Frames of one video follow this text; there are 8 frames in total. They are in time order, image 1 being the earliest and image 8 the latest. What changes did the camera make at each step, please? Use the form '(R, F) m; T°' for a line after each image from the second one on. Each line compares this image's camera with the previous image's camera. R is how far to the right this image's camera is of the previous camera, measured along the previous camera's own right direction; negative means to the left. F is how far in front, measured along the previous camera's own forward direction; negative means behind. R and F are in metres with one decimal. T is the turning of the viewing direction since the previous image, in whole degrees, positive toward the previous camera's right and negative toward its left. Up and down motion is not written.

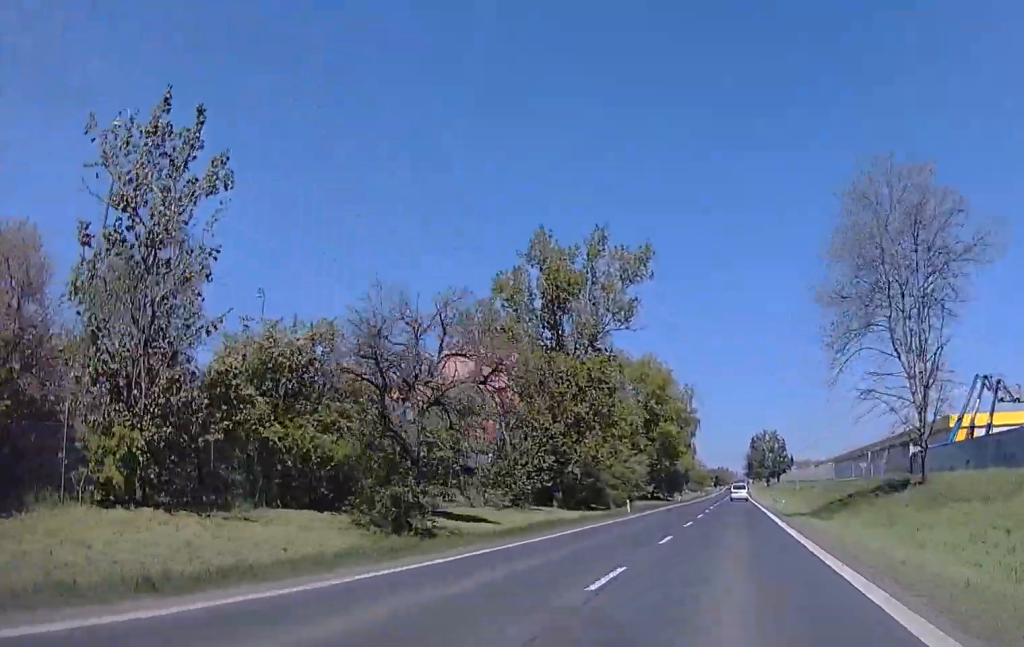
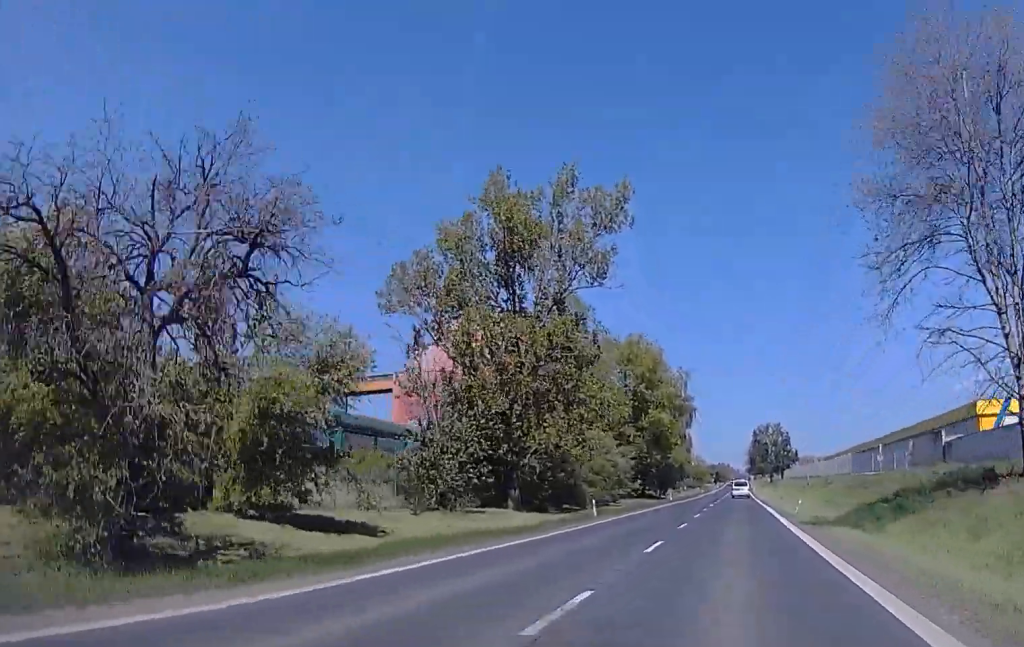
(-0.3, +12.7) m; -1°
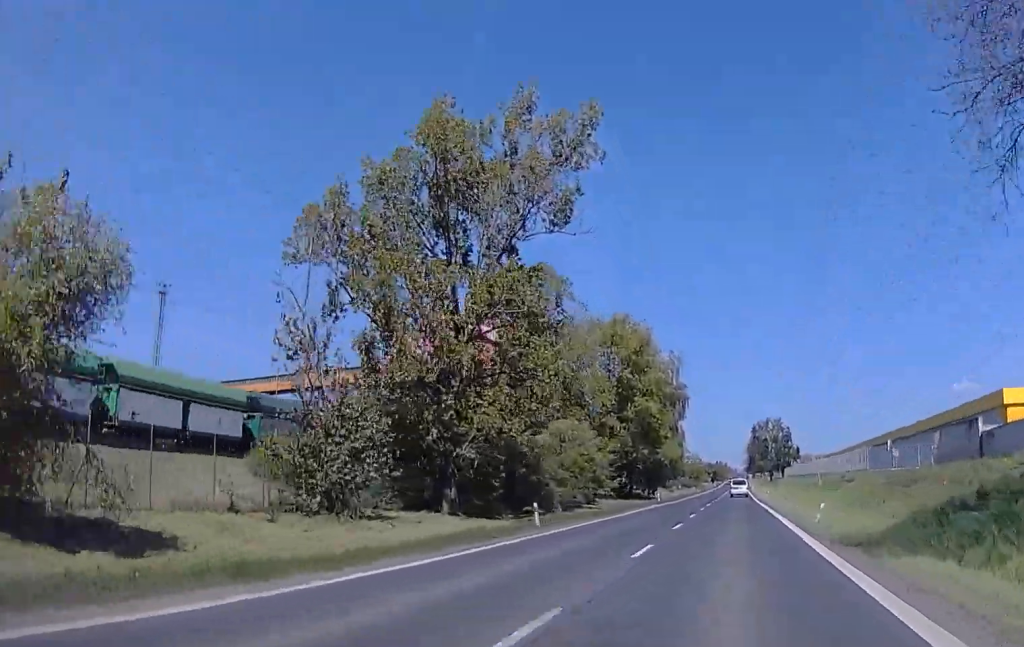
(0.0, +11.0) m; 0°
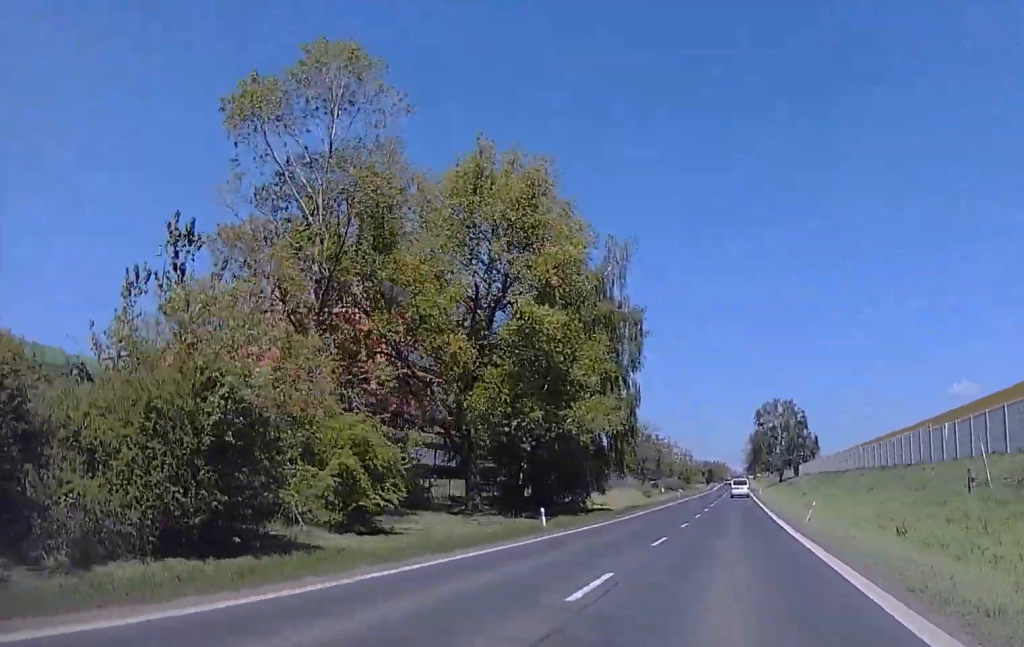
(+0.4, +43.0) m; +1°
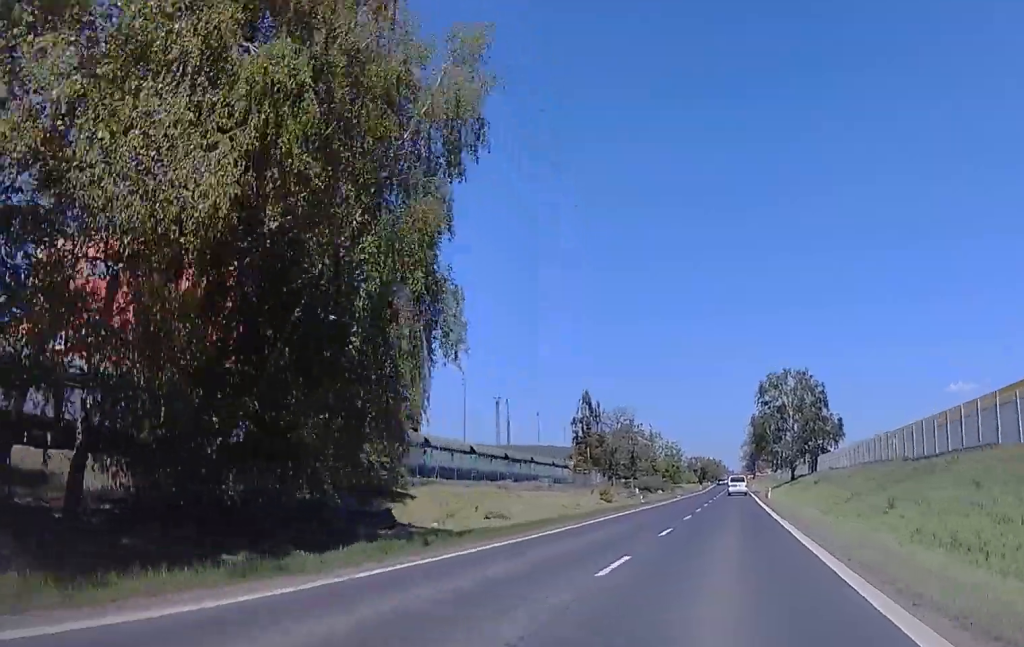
(0.0, +34.2) m; 0°
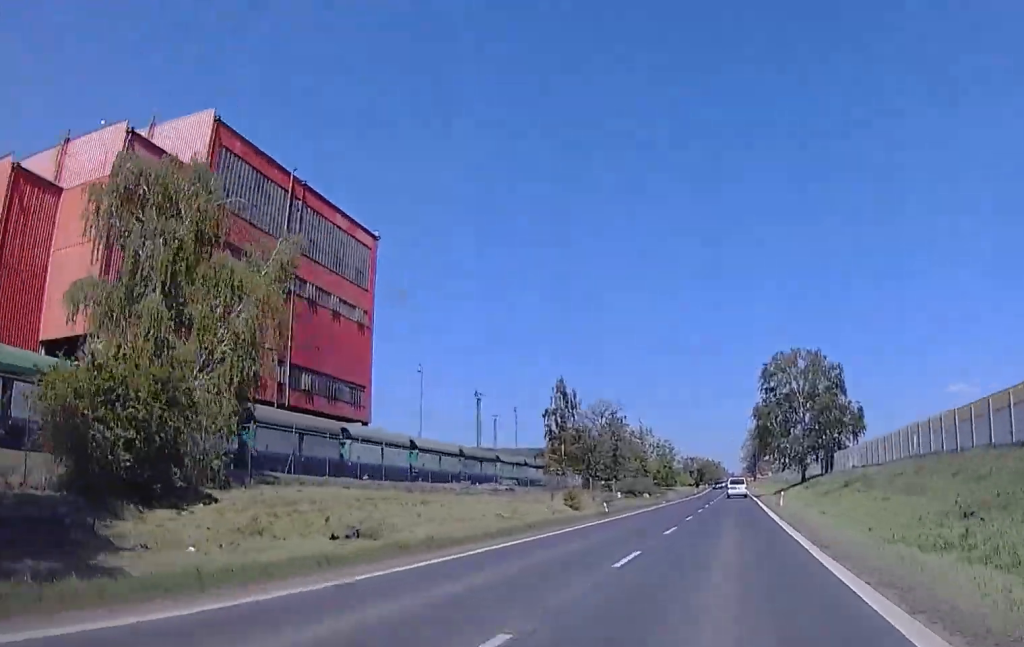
(0.0, +17.0) m; 0°
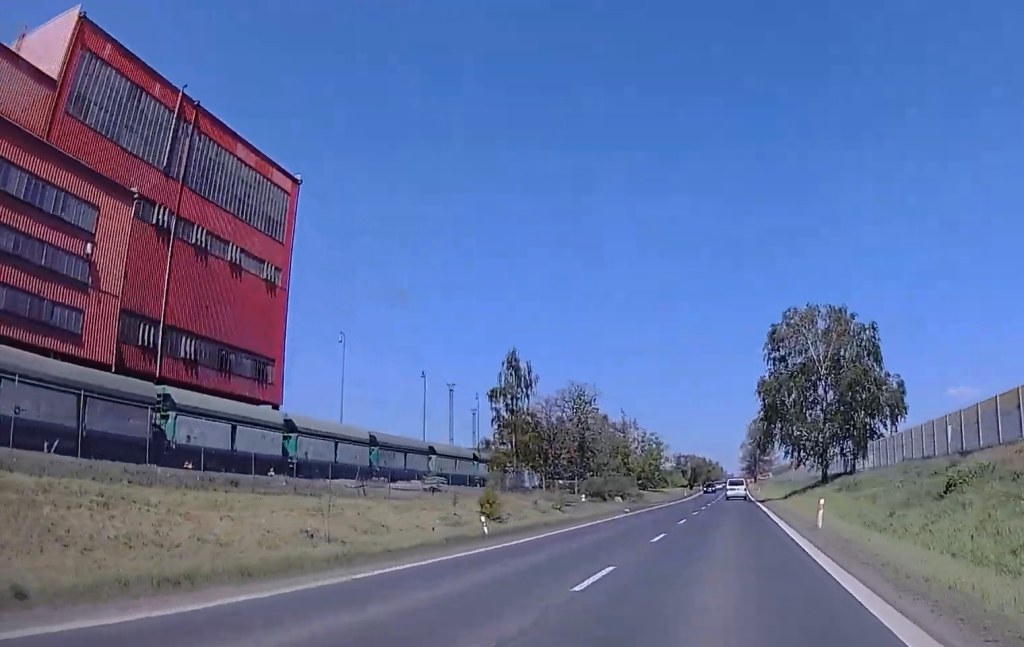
(0.0, +21.5) m; 0°
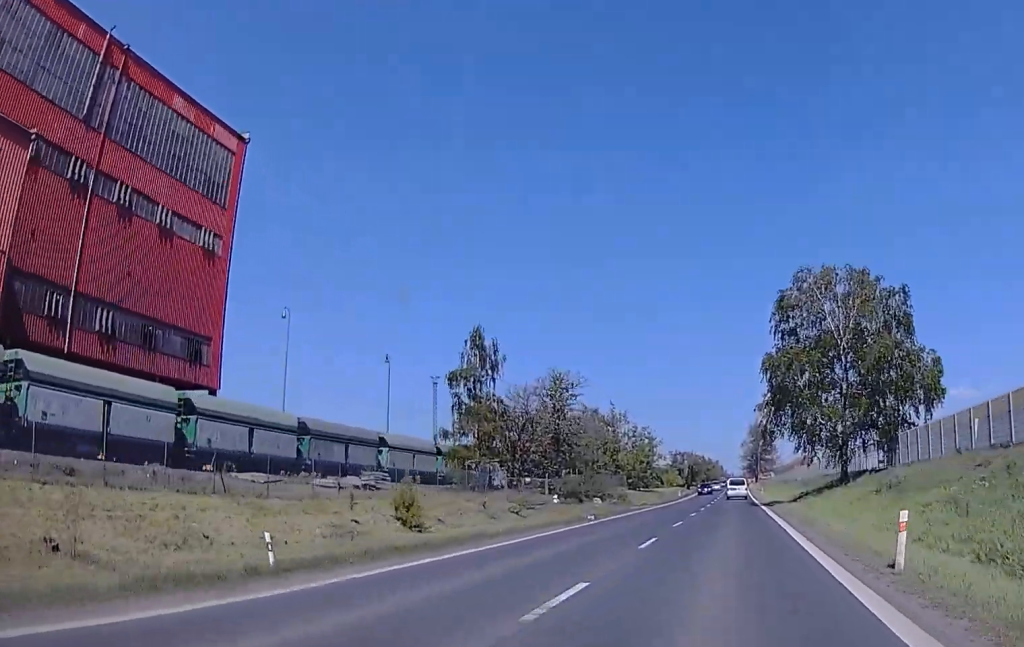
(0.0, +11.5) m; 0°
